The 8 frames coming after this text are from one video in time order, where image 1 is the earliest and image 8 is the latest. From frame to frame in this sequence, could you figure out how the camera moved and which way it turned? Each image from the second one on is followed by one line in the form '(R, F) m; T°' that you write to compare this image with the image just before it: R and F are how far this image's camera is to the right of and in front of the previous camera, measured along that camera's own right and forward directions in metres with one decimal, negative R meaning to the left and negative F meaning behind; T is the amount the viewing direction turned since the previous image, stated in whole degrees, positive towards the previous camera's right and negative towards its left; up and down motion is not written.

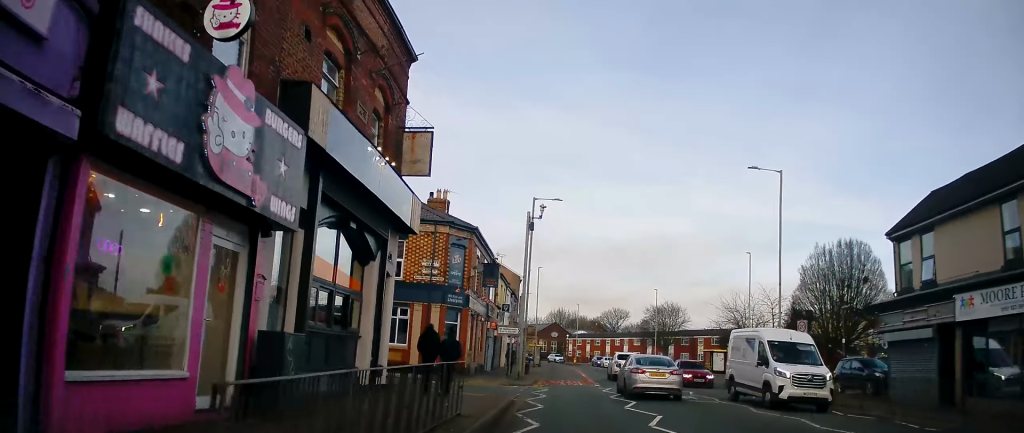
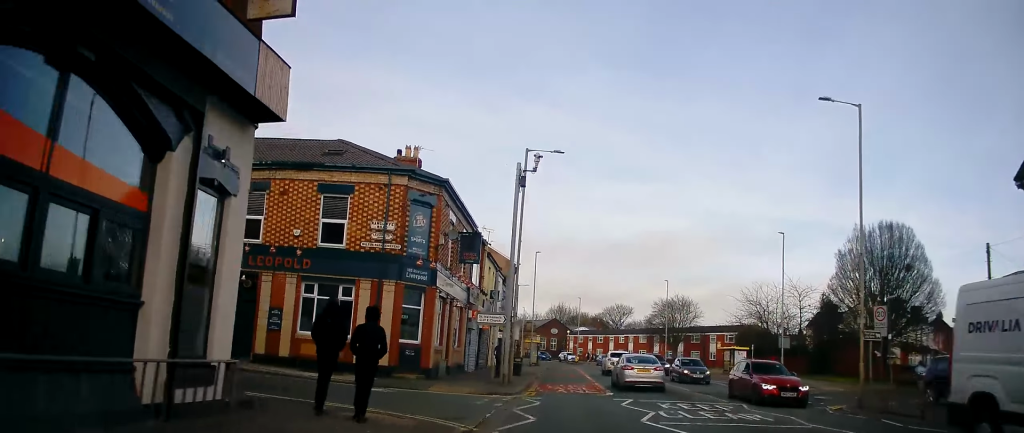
(+0.1, +7.2) m; 0°
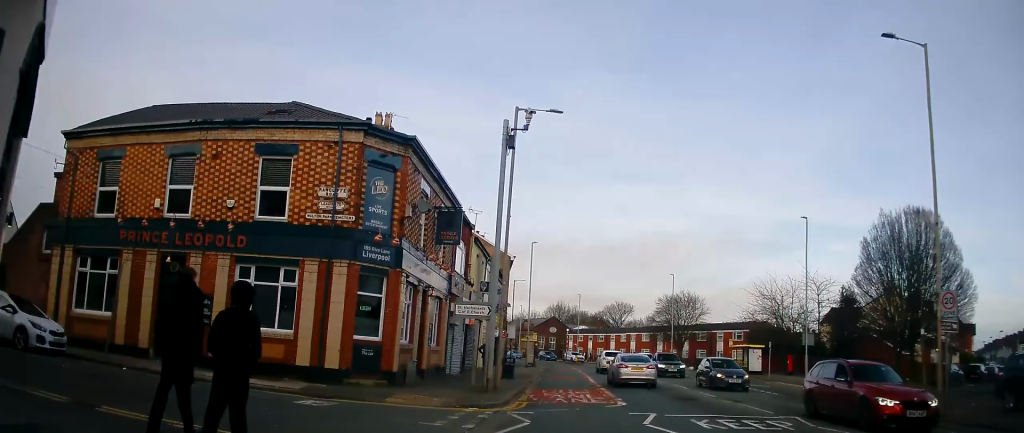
(-0.1, +4.3) m; 0°
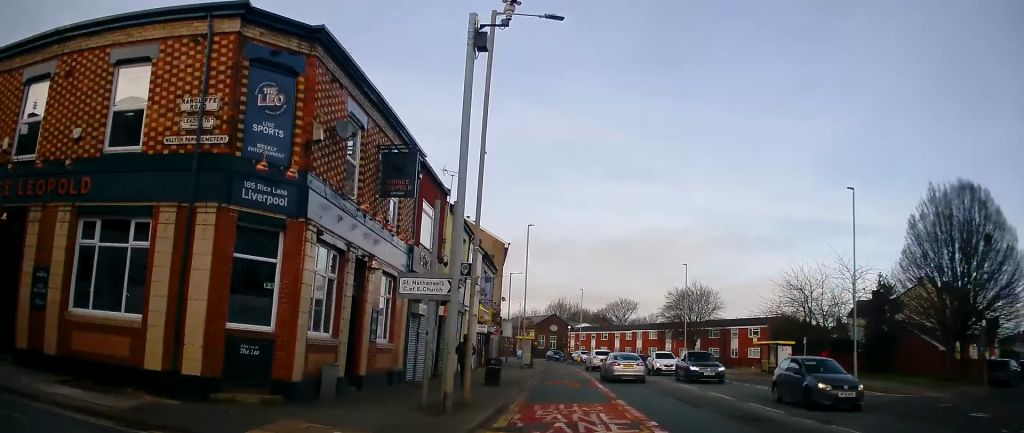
(0.0, +6.6) m; +2°
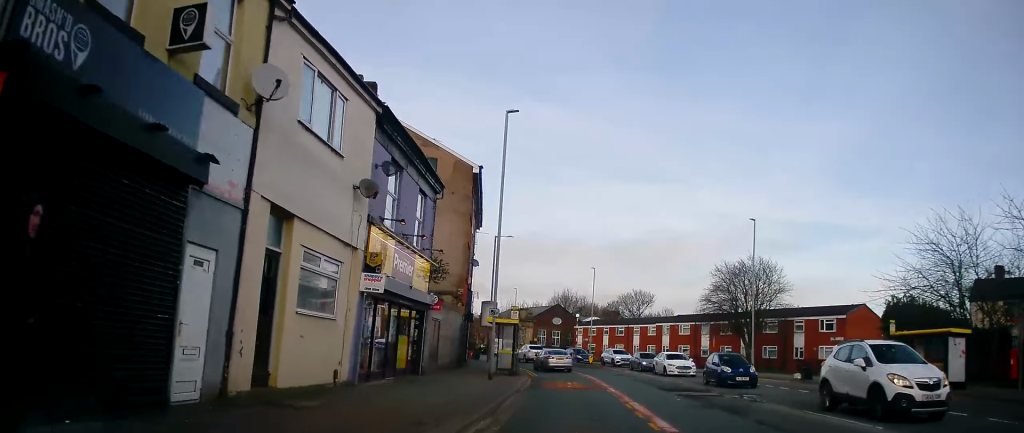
(-0.5, +20.5) m; -3°
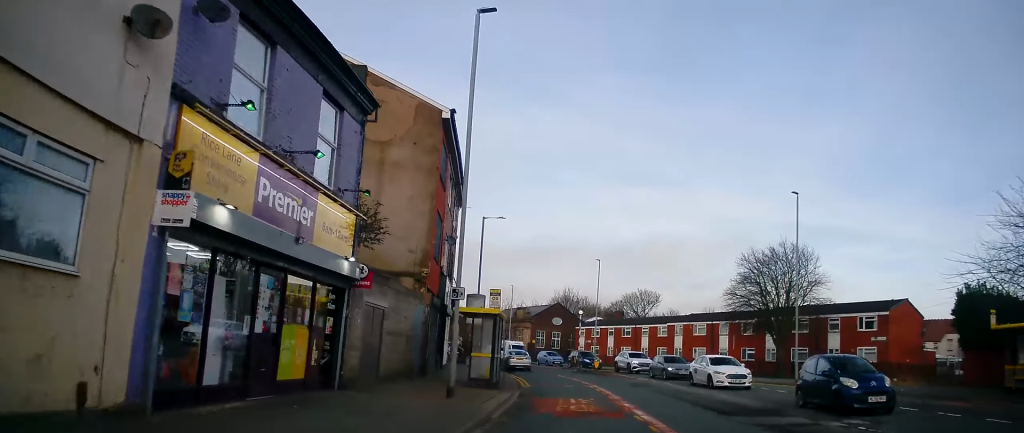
(+0.1, +7.7) m; 0°
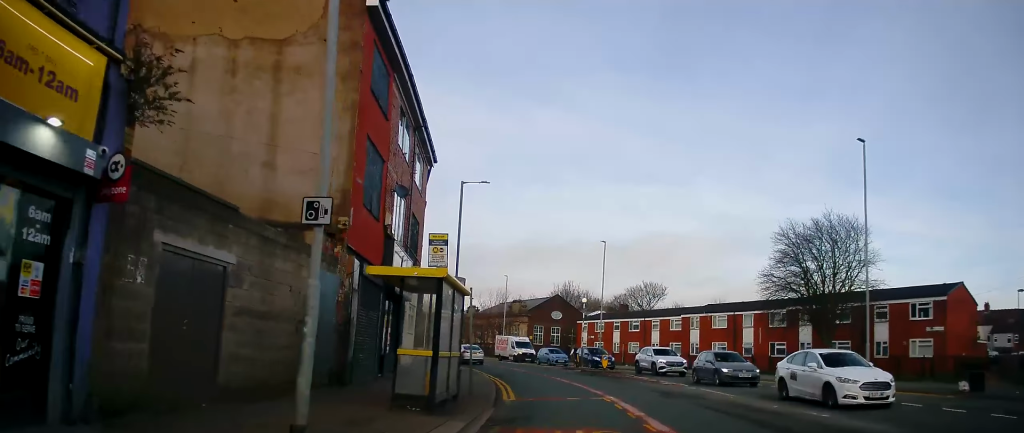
(-0.2, +8.1) m; +1°
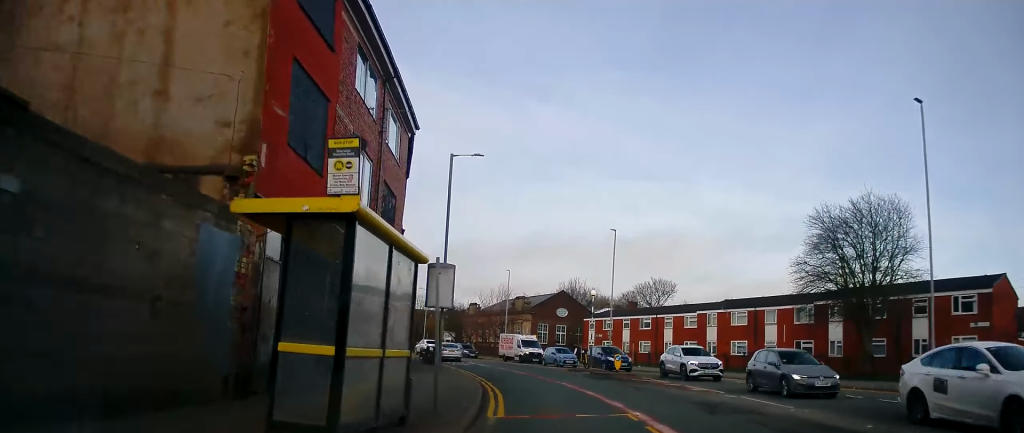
(+0.3, +4.6) m; -1°
